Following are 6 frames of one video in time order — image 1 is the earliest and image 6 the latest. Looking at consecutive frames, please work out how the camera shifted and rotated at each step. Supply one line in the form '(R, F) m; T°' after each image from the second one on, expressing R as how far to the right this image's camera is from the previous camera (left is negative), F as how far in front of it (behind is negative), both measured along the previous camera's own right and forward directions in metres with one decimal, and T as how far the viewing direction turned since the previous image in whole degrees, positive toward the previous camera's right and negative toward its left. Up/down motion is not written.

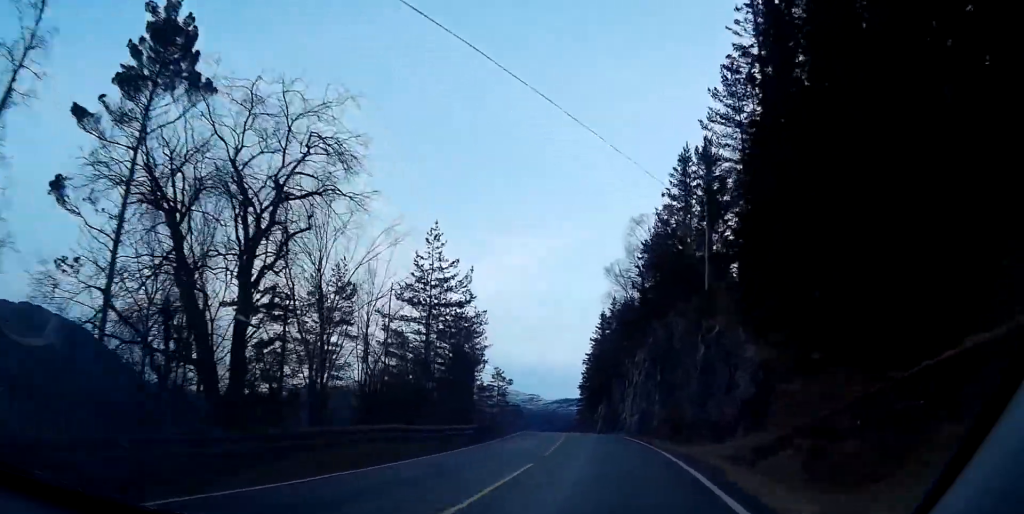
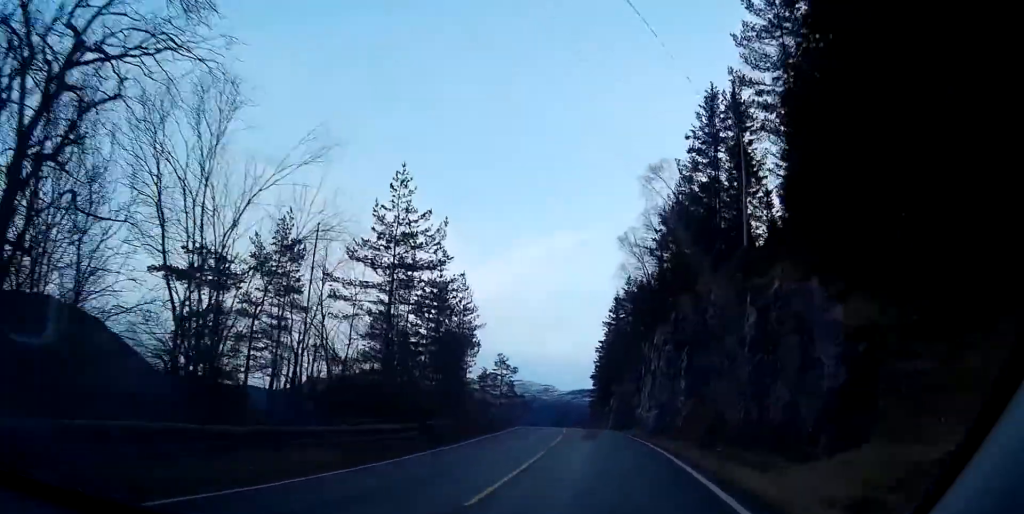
(-0.1, +10.8) m; -1°
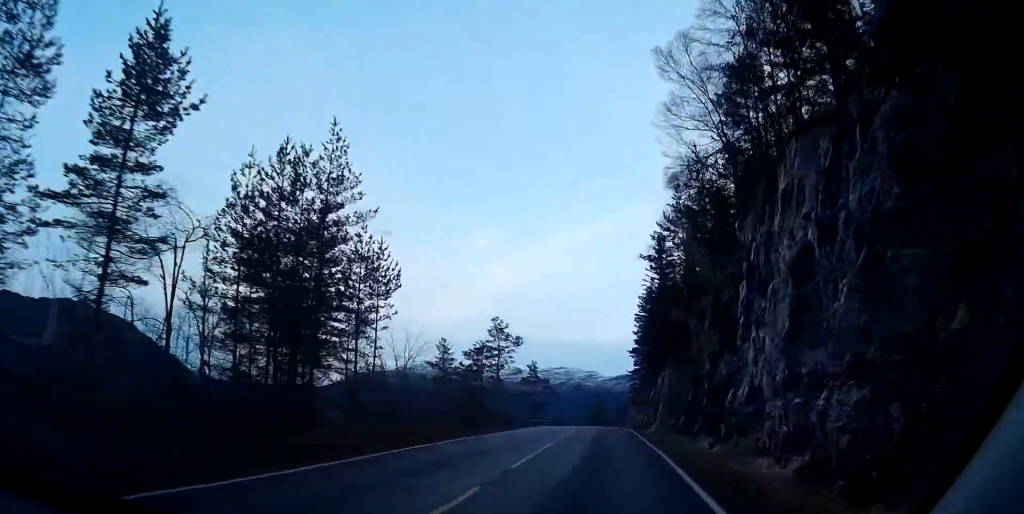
(-0.8, +34.1) m; -3°
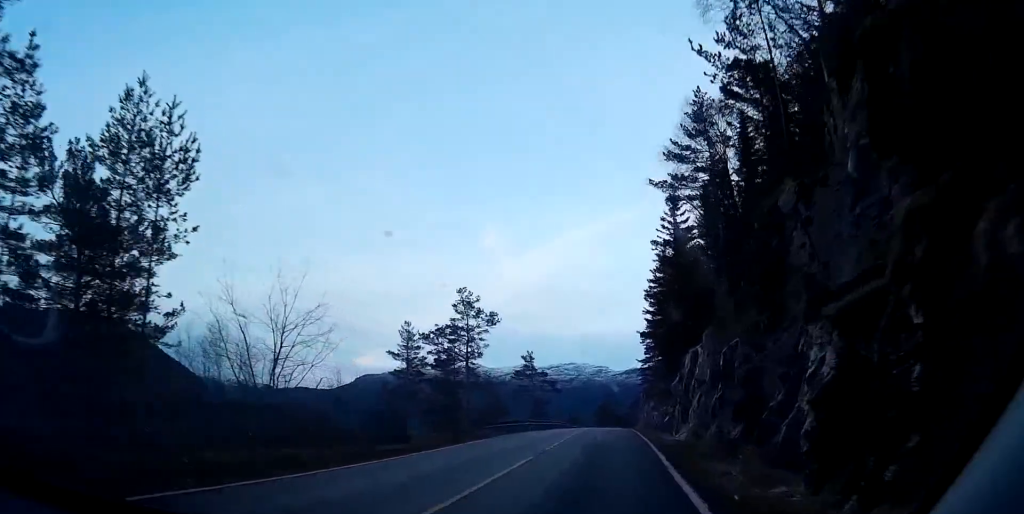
(-0.2, +18.3) m; -1°
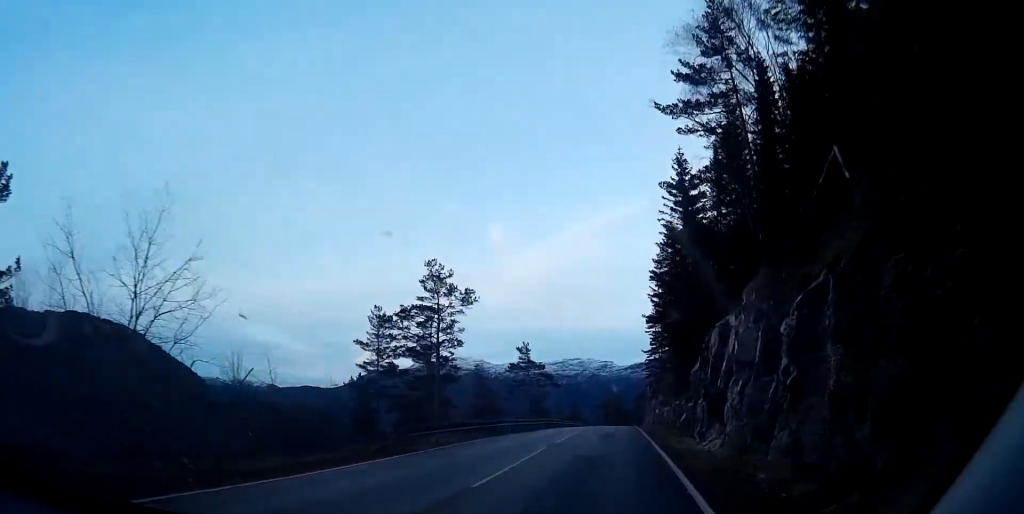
(0.0, +9.9) m; 0°
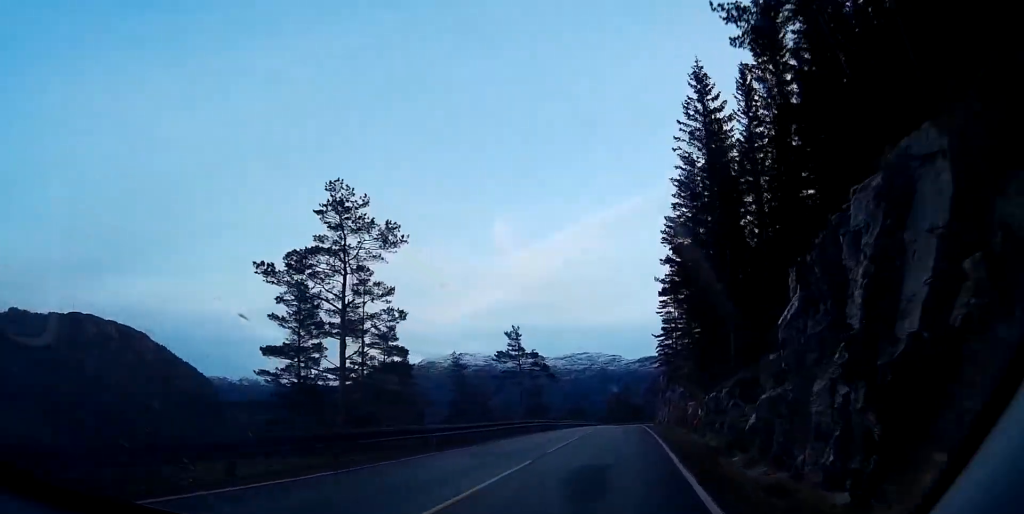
(-0.1, +16.8) m; -1°
